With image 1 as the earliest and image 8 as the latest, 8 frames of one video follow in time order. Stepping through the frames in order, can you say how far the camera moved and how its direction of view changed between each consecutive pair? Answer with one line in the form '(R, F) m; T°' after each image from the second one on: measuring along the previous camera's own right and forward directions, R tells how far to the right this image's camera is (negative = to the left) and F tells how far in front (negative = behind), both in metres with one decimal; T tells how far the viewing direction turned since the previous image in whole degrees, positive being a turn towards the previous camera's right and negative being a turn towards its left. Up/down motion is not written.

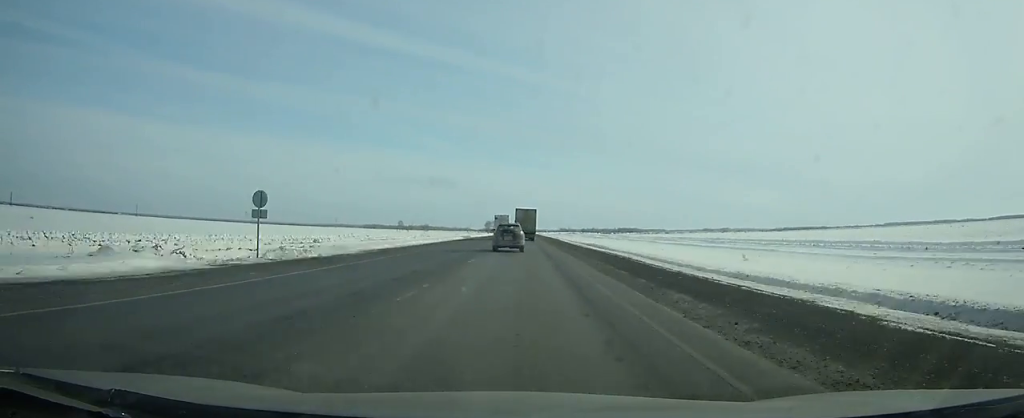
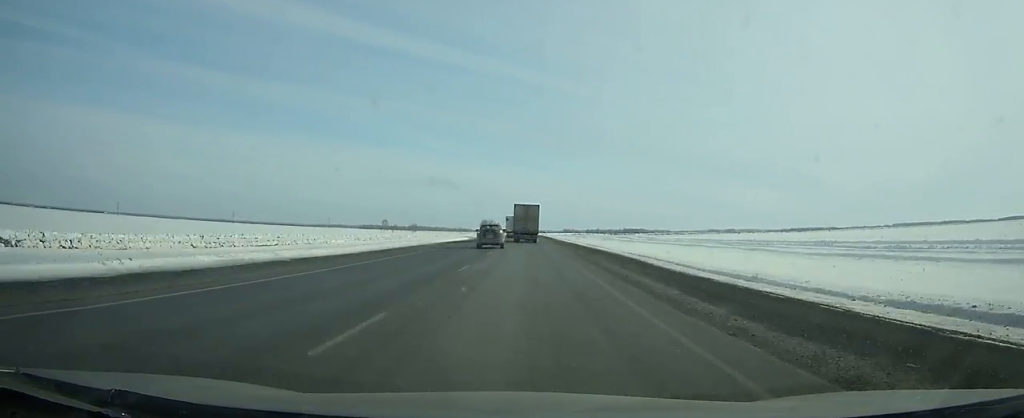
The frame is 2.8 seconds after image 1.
(-0.2, +65.8) m; 0°
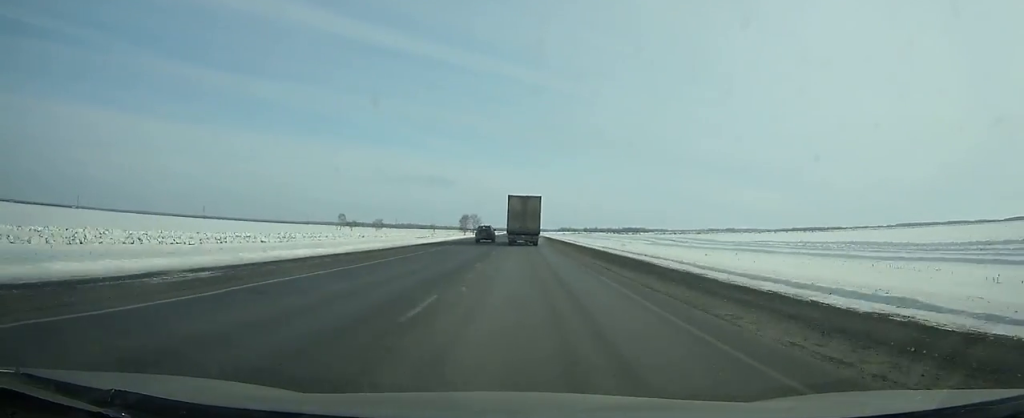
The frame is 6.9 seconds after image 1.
(+0.2, +96.0) m; 0°
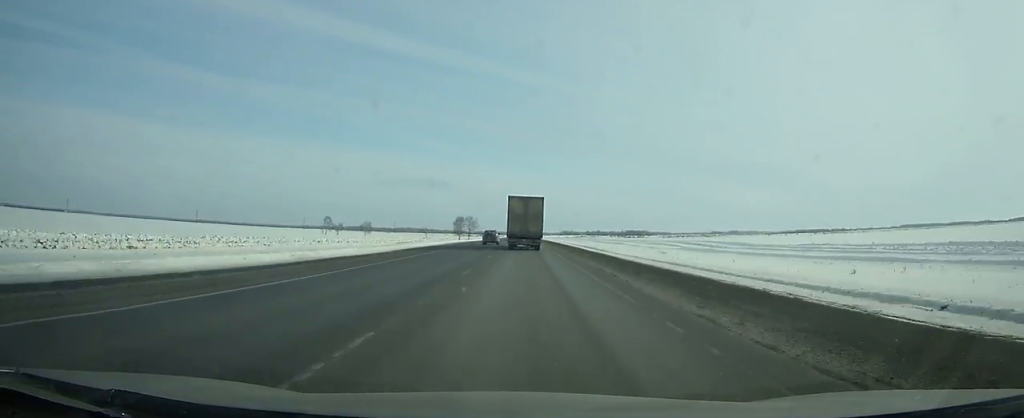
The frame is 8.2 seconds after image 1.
(+0.2, +30.3) m; 0°
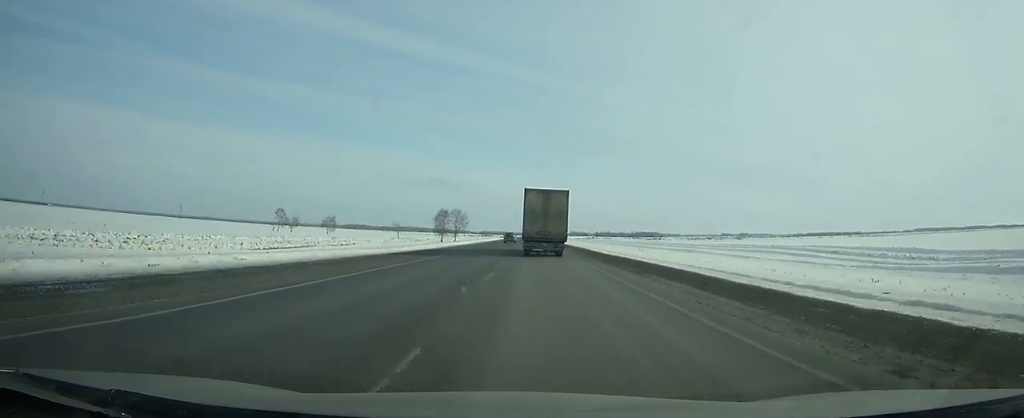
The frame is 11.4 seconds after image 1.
(-0.5, +71.9) m; 0°
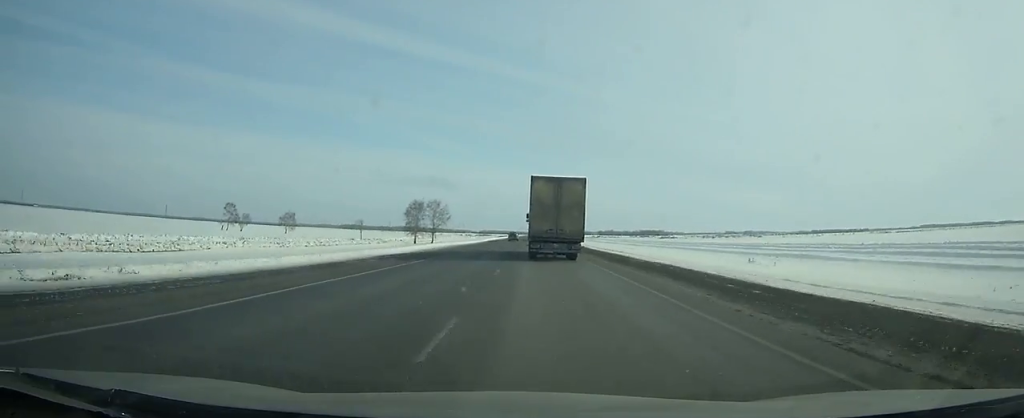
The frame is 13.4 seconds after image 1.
(0.0, +46.9) m; 0°
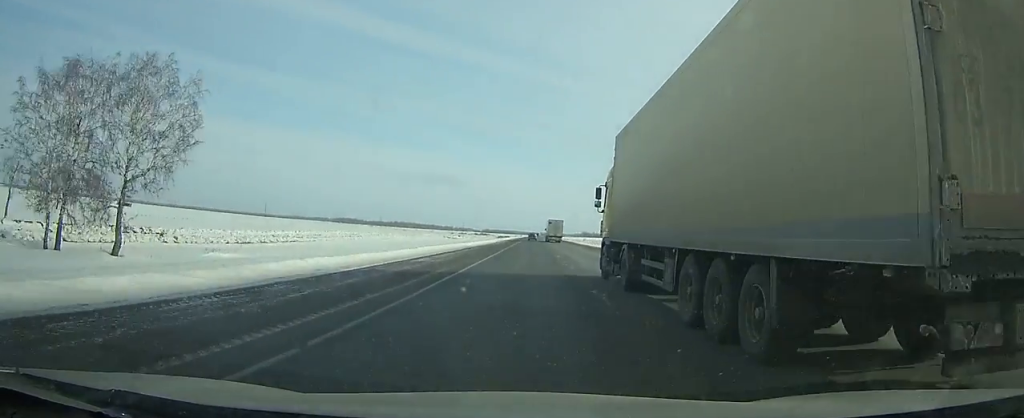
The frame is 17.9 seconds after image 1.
(-0.4, +113.6) m; 0°
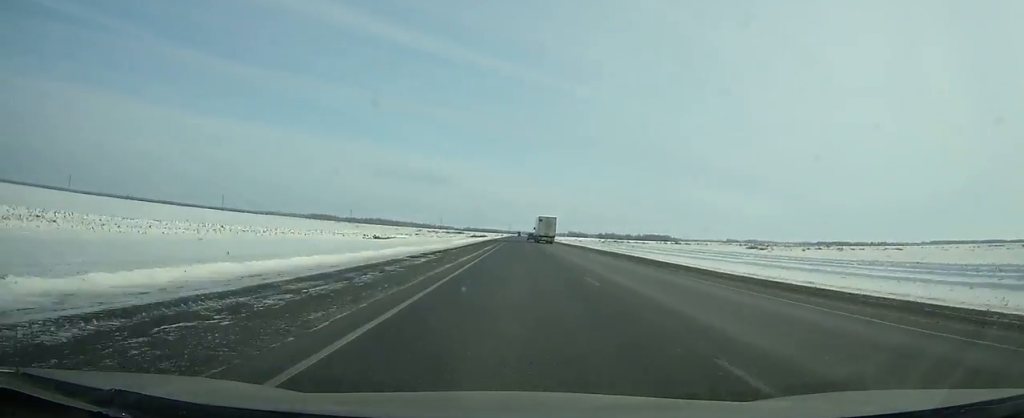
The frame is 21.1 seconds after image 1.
(+1.0, +88.3) m; +1°
